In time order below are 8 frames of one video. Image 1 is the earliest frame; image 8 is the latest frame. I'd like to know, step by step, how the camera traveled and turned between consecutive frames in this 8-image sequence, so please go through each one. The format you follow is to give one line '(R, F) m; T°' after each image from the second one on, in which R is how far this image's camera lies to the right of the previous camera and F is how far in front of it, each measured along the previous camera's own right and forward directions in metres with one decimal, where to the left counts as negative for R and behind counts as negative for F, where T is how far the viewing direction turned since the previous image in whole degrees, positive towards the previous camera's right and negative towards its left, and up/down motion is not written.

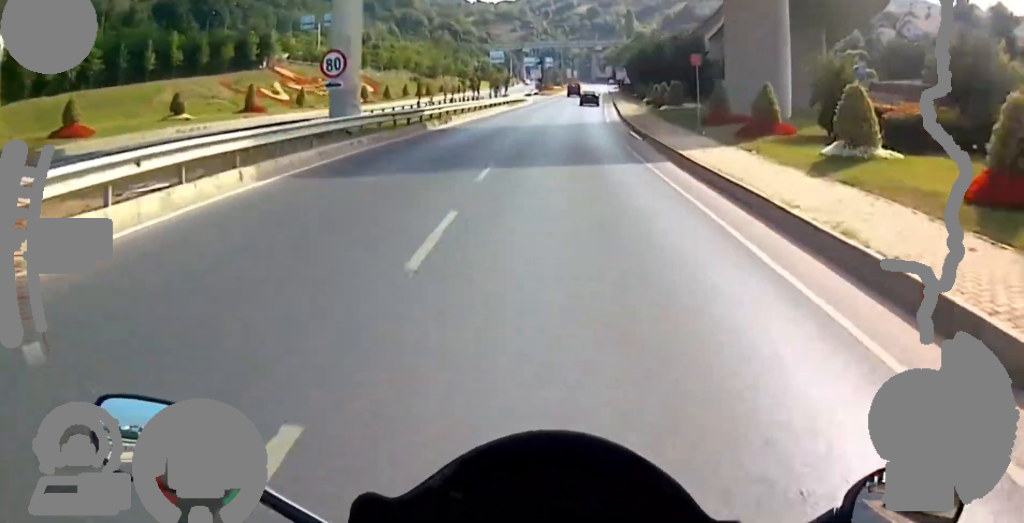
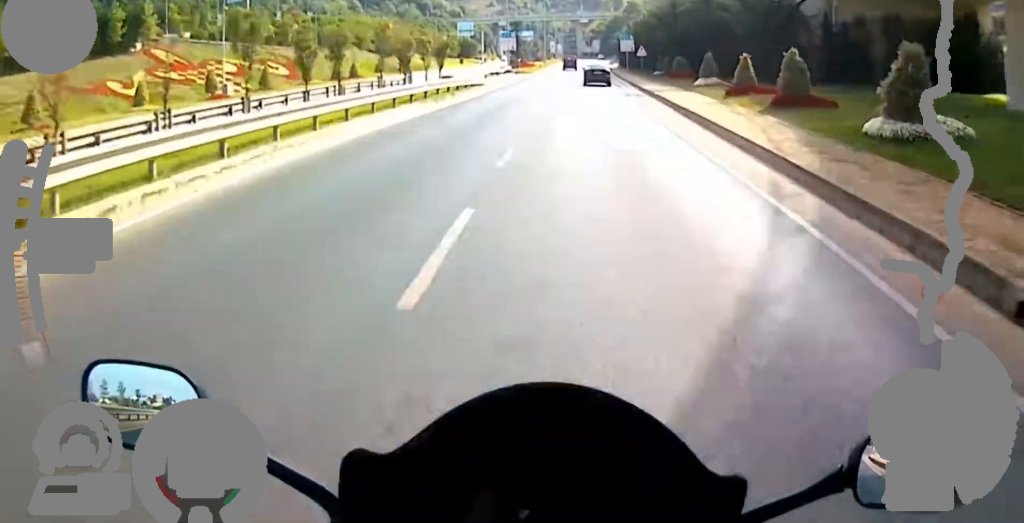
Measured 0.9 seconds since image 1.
(+0.8, +28.4) m; +2°
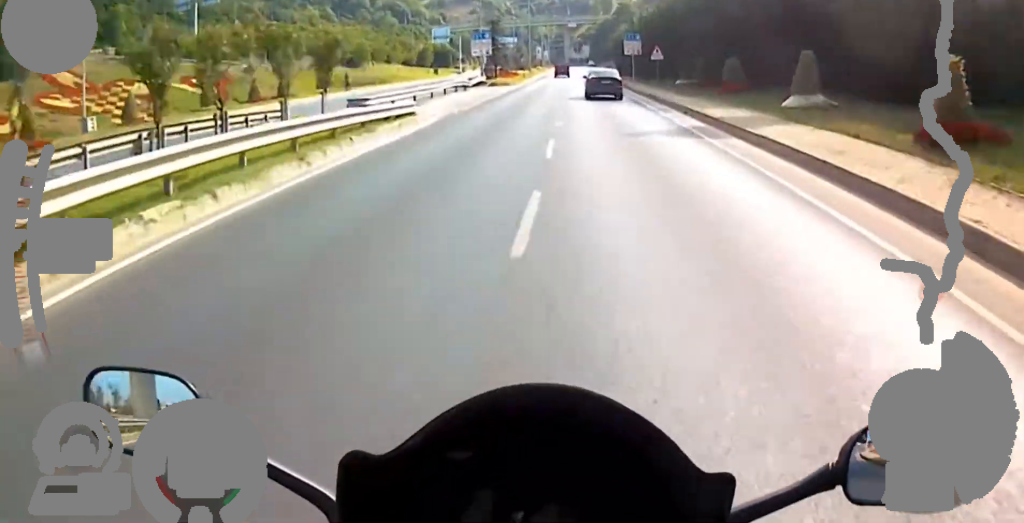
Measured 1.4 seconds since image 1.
(0.0, +14.5) m; 0°
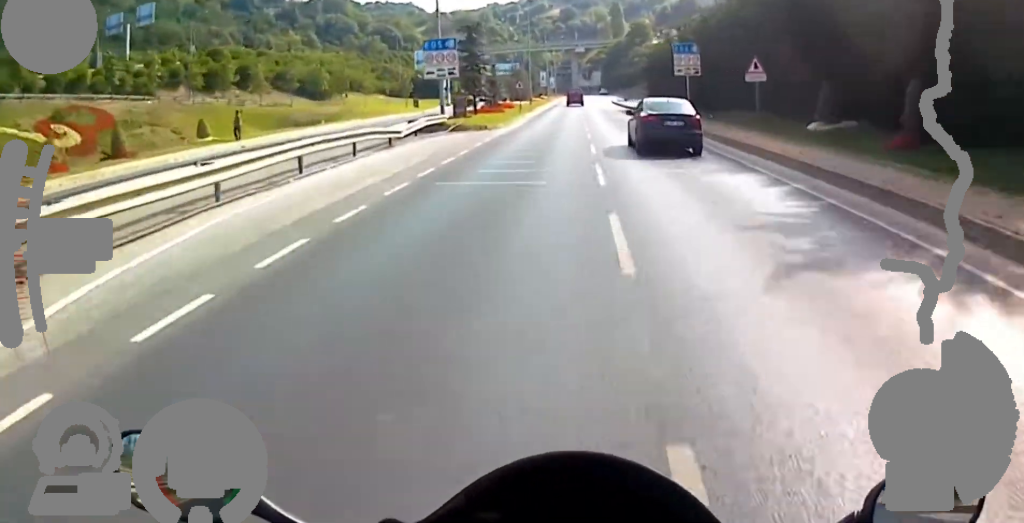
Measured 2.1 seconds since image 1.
(0.0, +20.6) m; 0°
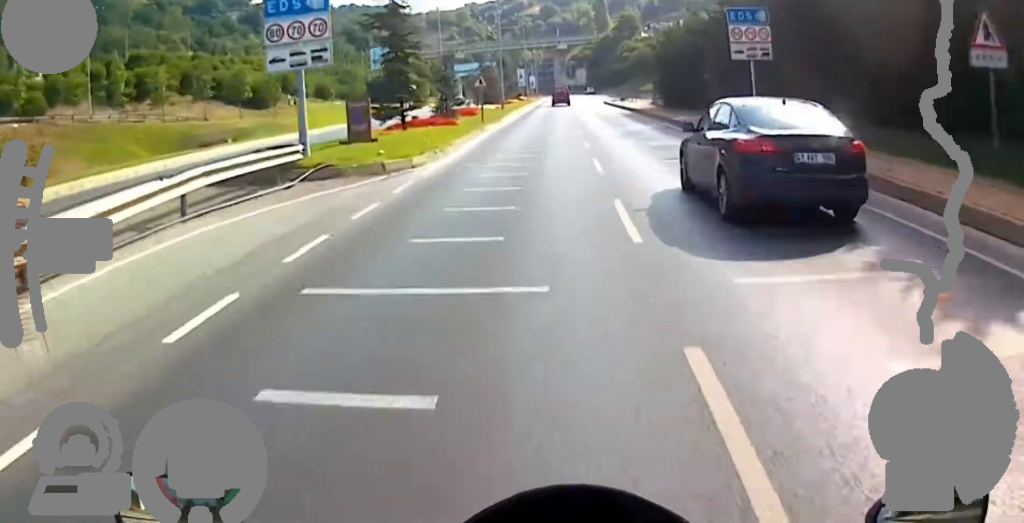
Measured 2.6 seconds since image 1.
(0.0, +15.3) m; 0°
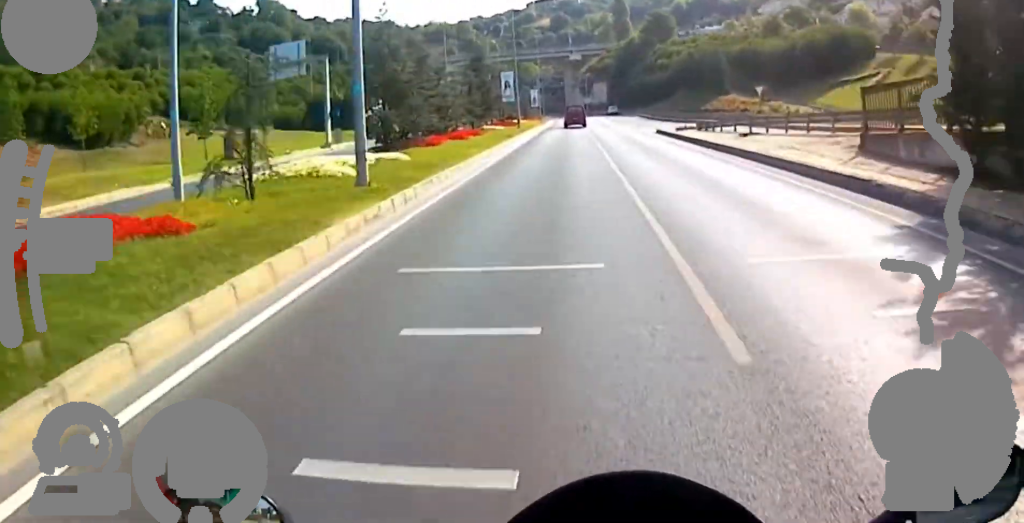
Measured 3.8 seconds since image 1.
(0.0, +37.4) m; -2°
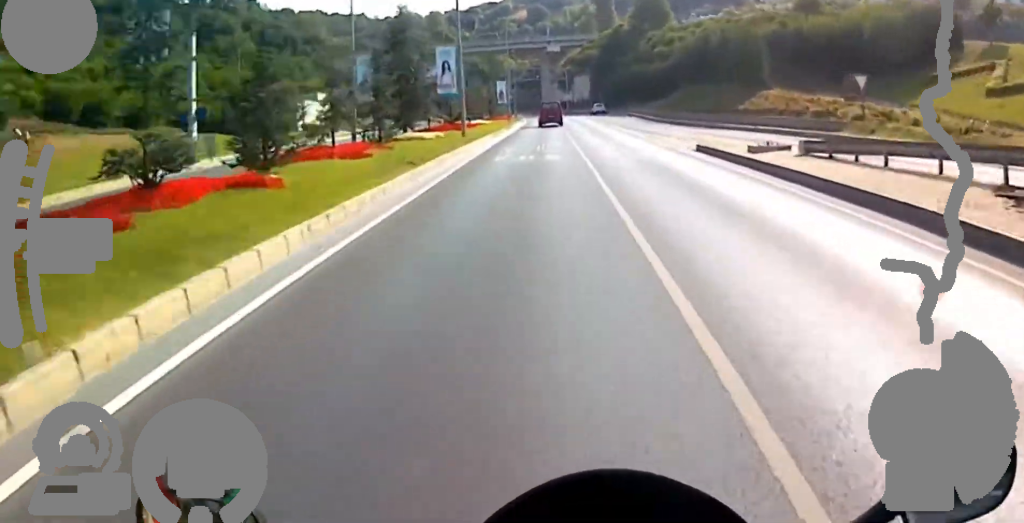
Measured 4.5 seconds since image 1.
(-0.6, +18.7) m; -1°
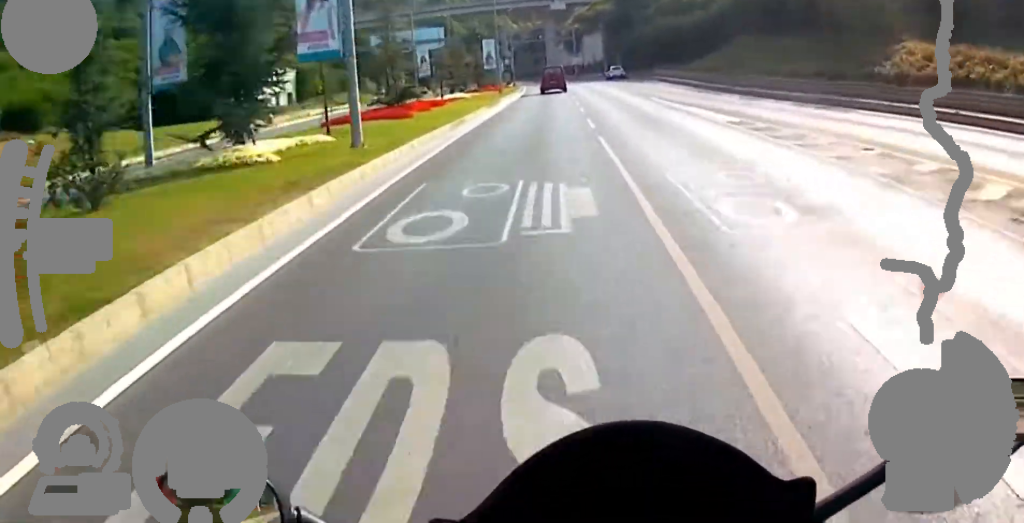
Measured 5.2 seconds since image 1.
(-0.2, +17.9) m; -1°
